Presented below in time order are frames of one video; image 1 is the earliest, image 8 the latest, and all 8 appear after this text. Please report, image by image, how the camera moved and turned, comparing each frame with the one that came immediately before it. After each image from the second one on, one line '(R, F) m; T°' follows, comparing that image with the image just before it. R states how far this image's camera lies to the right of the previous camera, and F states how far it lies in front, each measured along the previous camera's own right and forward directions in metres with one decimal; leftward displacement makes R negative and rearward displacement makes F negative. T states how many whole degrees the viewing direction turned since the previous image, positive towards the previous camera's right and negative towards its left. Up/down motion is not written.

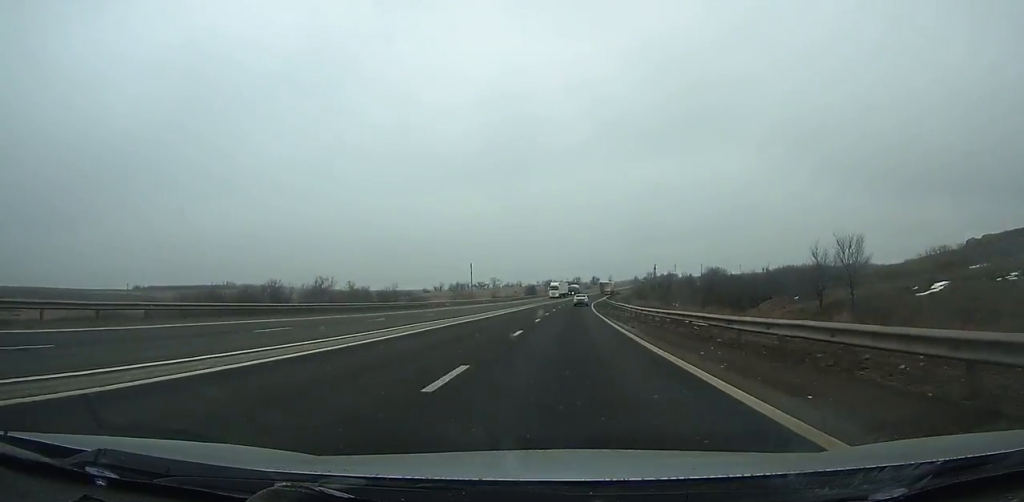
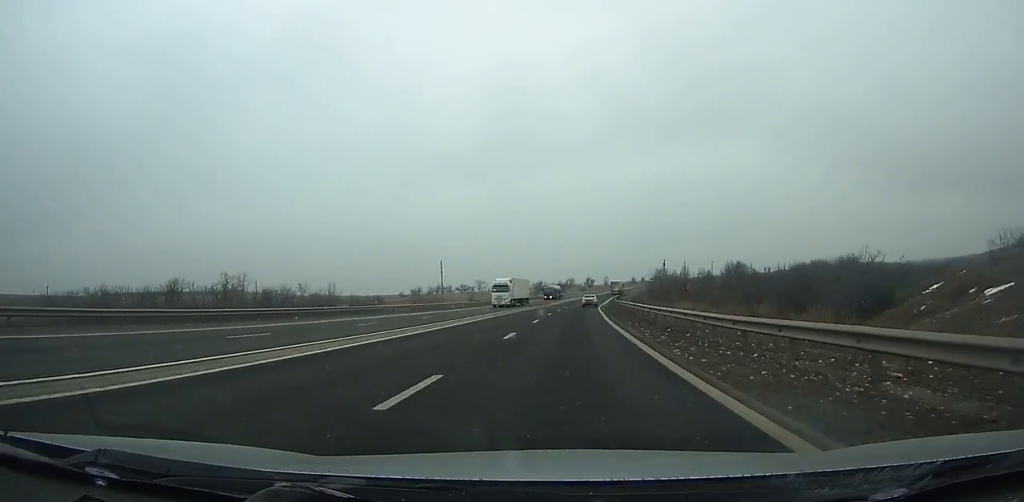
(-0.5, +36.0) m; +1°
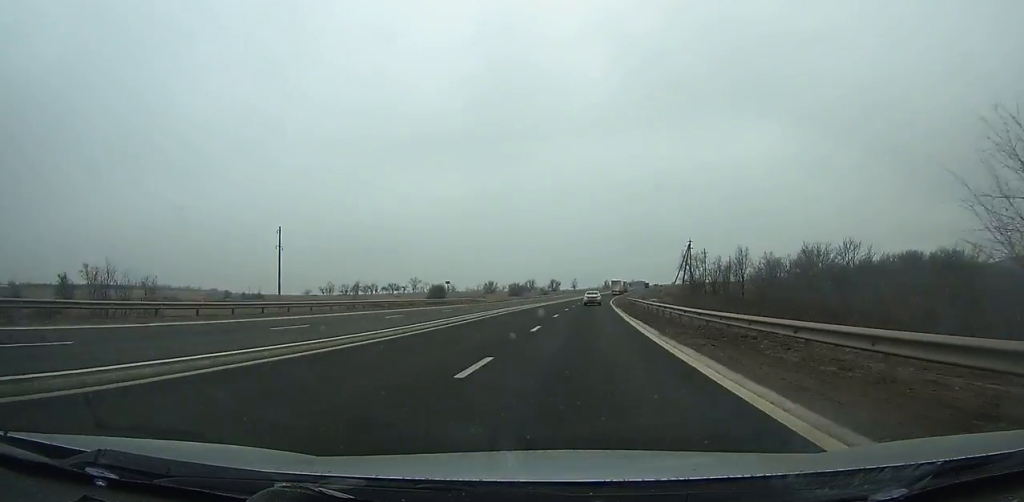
(+2.3, +79.3) m; +4°
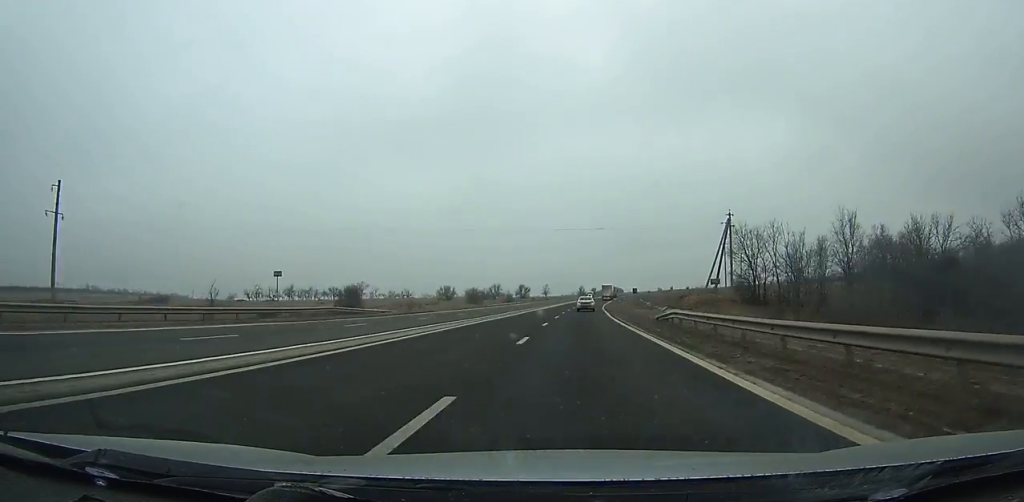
(+1.5, +40.1) m; +2°
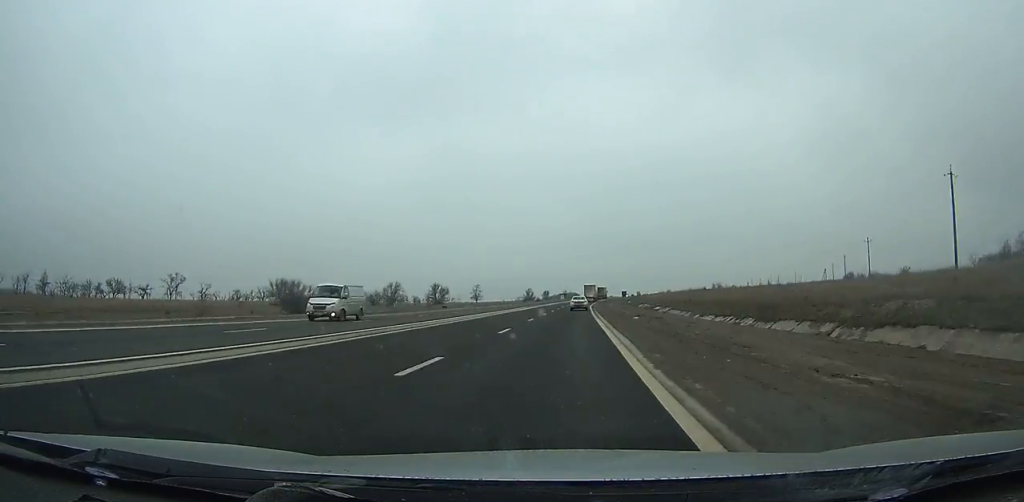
(+4.5, +101.2) m; +5°
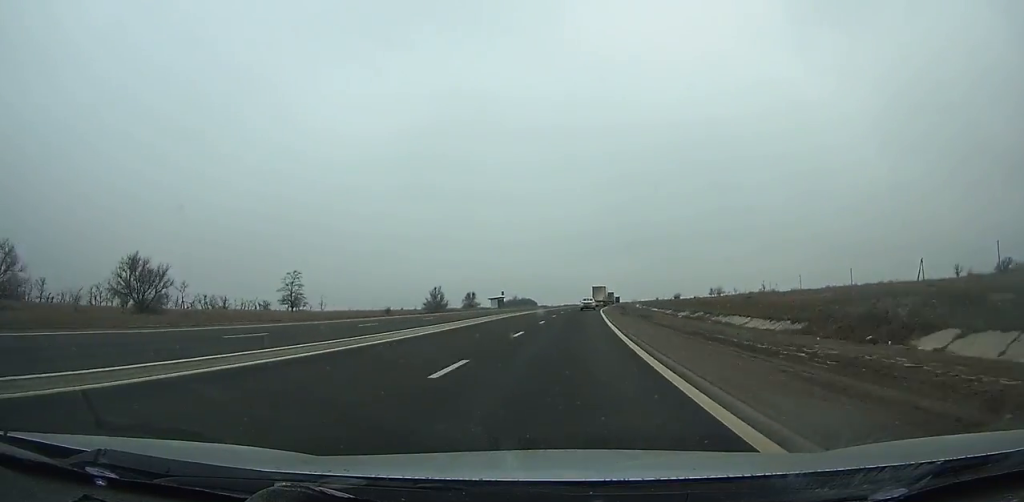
(+5.0, +131.7) m; +4°
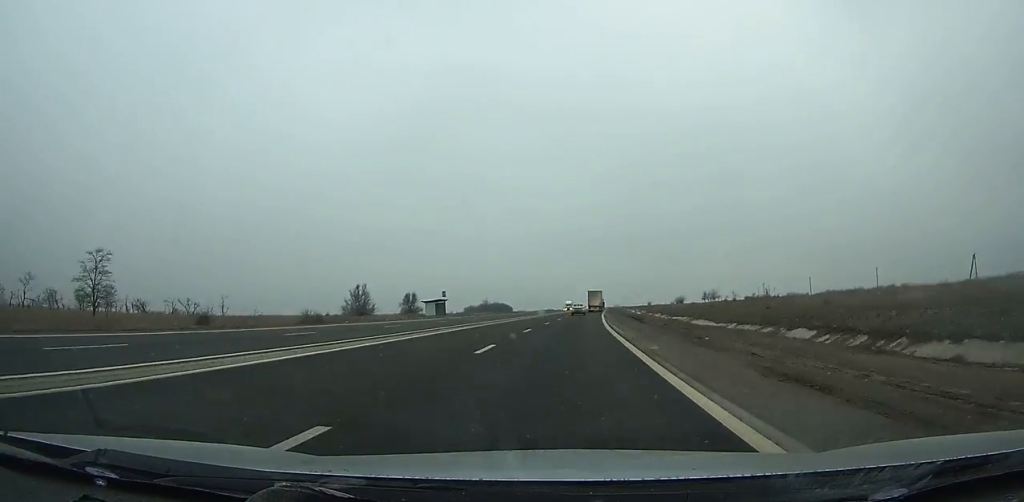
(+0.8, +42.9) m; +2°
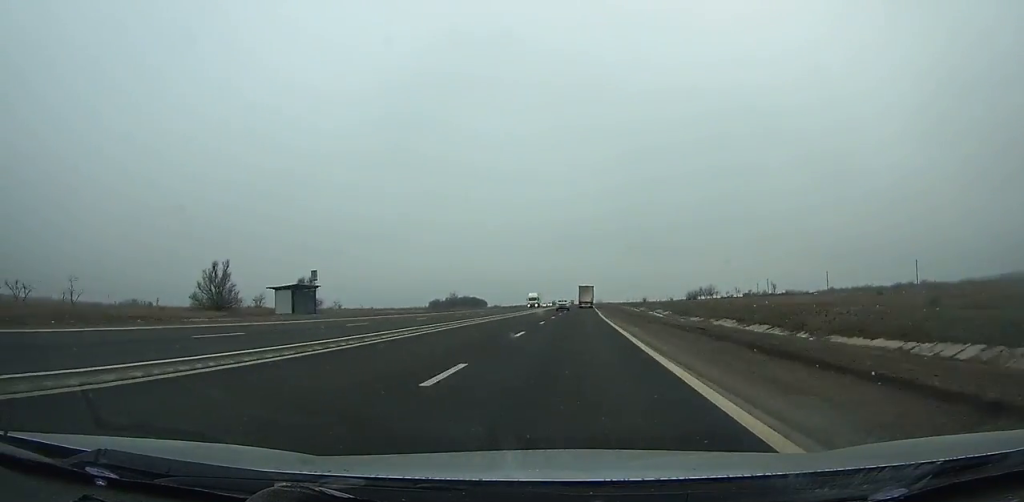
(+0.5, +43.1) m; +1°
